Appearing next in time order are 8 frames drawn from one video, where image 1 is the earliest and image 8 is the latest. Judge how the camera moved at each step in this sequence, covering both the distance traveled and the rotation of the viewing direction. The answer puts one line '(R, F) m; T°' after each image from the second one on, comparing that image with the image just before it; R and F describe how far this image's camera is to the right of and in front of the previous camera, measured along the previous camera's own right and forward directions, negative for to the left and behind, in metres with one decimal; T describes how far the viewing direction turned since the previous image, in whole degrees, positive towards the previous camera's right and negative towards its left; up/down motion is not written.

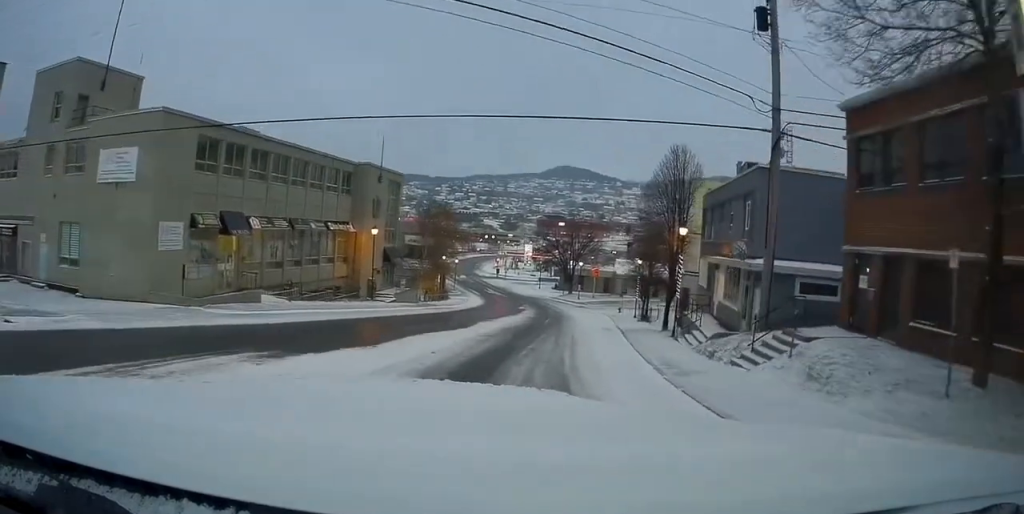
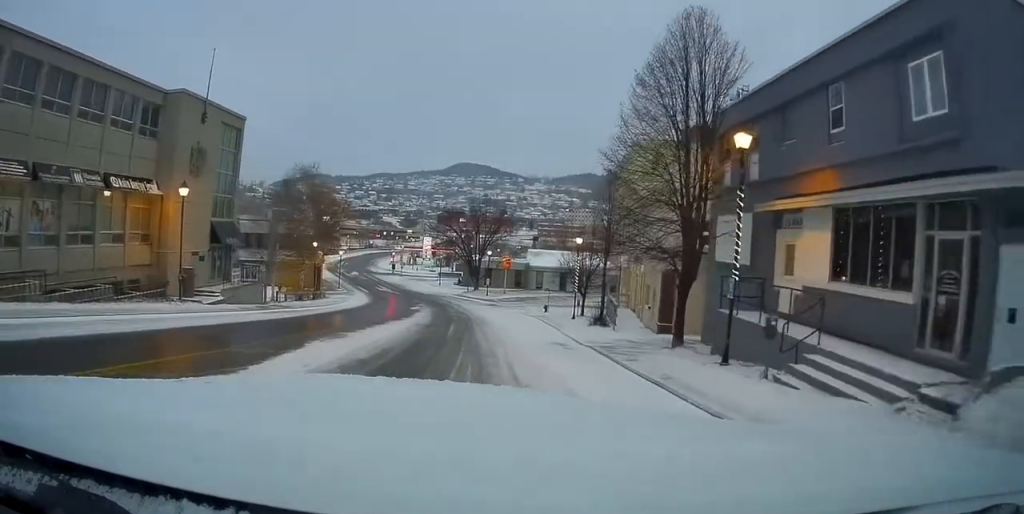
(+1.3, +14.0) m; +16°
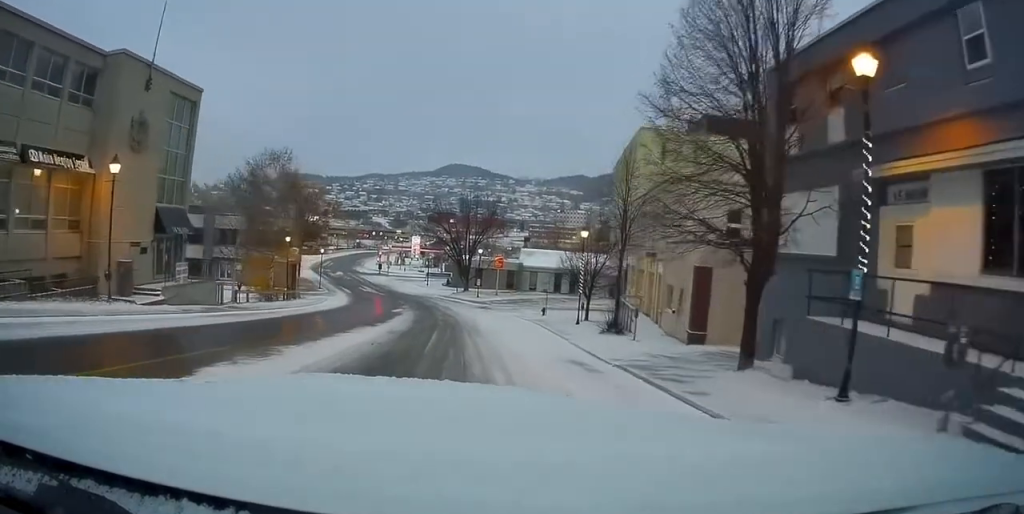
(+0.7, +4.8) m; +6°
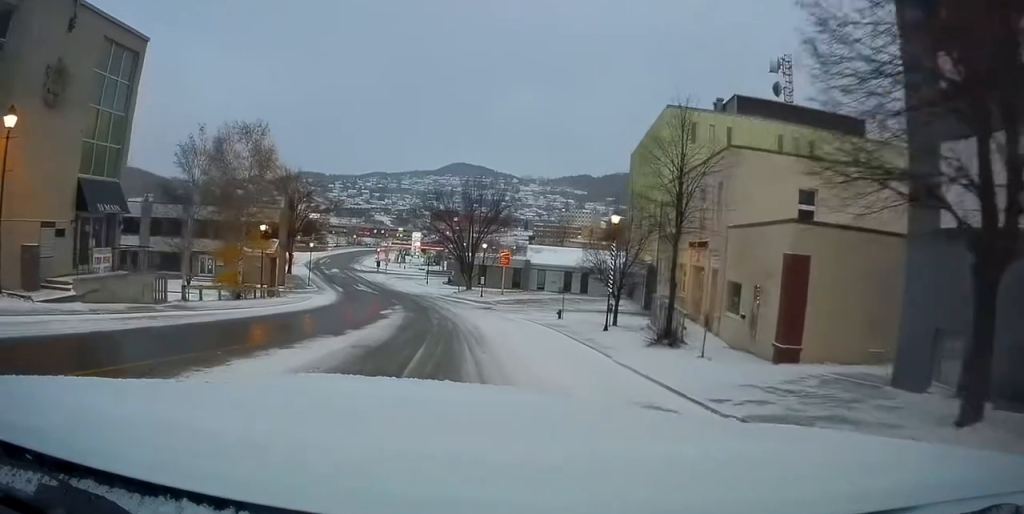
(+0.4, +6.3) m; +6°
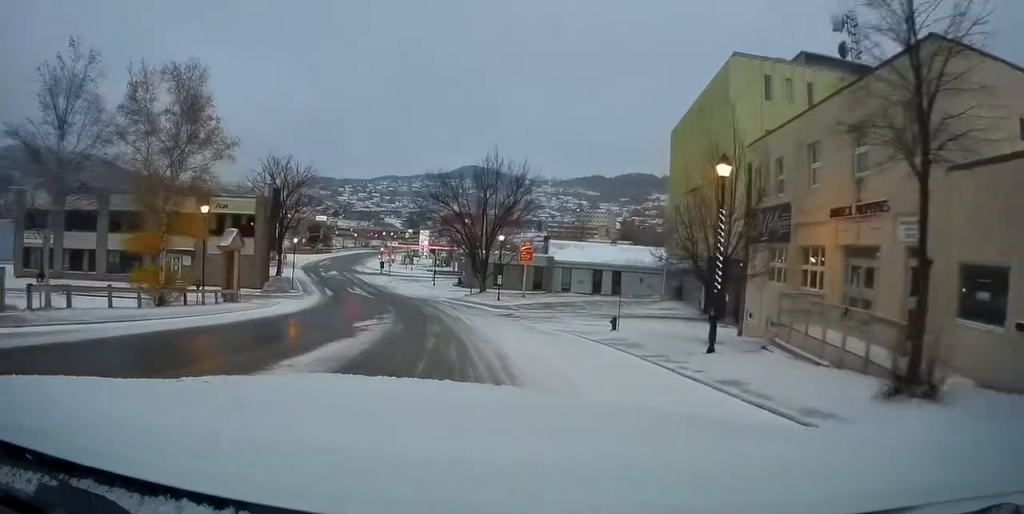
(+0.8, +11.2) m; +7°
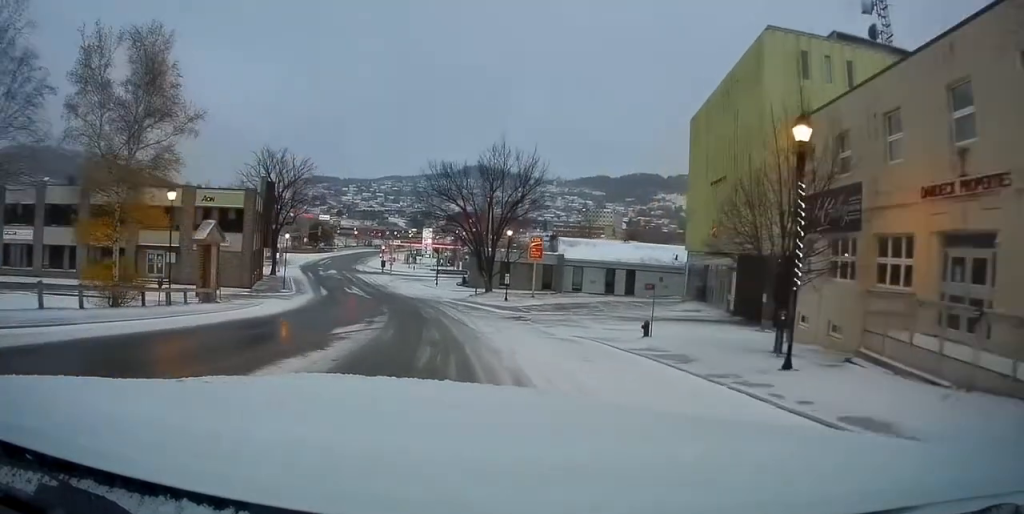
(+0.3, +4.3) m; +1°
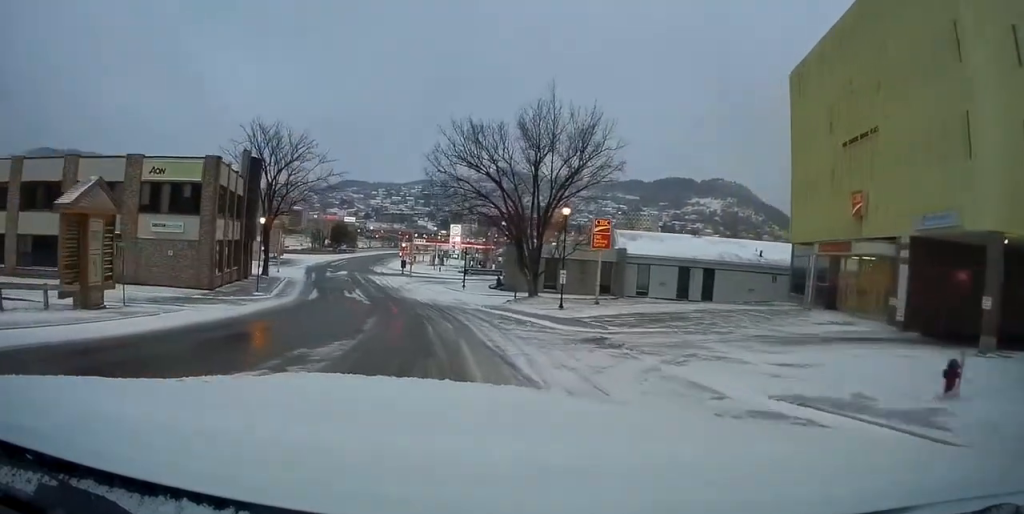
(-0.7, +14.7) m; -5°
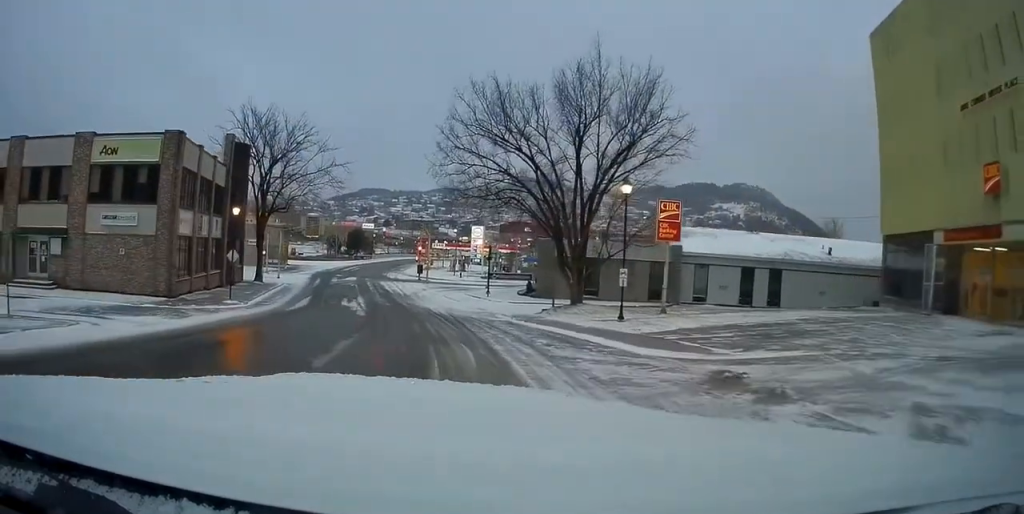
(-0.1, +8.6) m; -3°
